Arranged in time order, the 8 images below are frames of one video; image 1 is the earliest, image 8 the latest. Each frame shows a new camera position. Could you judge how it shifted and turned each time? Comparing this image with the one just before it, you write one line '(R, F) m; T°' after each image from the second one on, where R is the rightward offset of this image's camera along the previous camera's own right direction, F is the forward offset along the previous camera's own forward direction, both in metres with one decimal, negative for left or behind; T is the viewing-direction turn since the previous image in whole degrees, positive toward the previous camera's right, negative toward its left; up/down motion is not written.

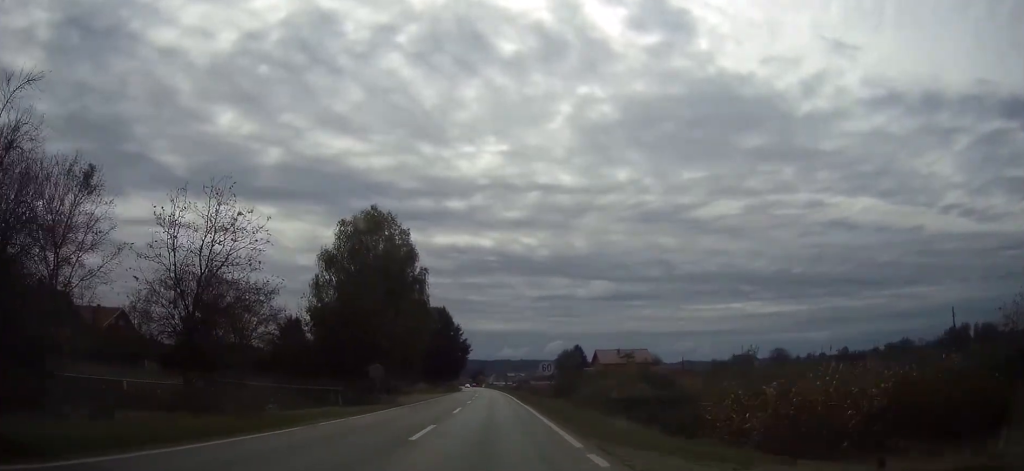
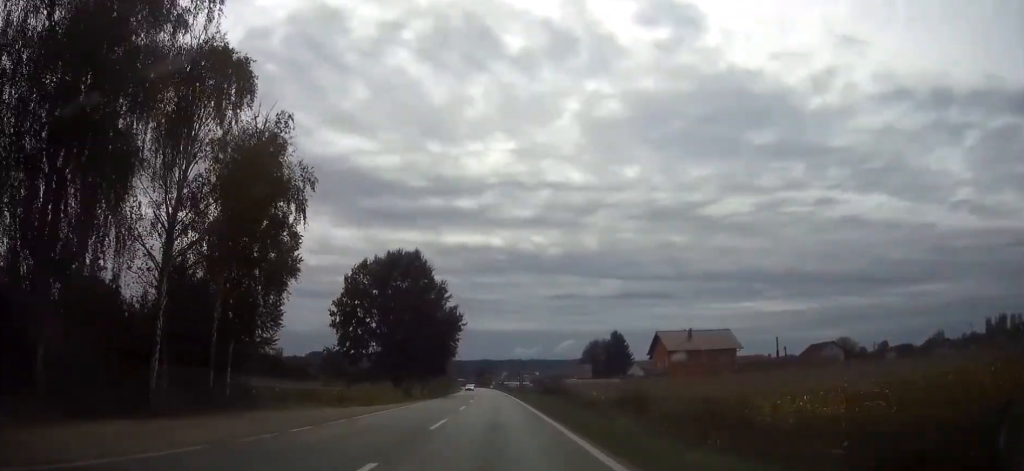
(-0.1, +49.7) m; 0°
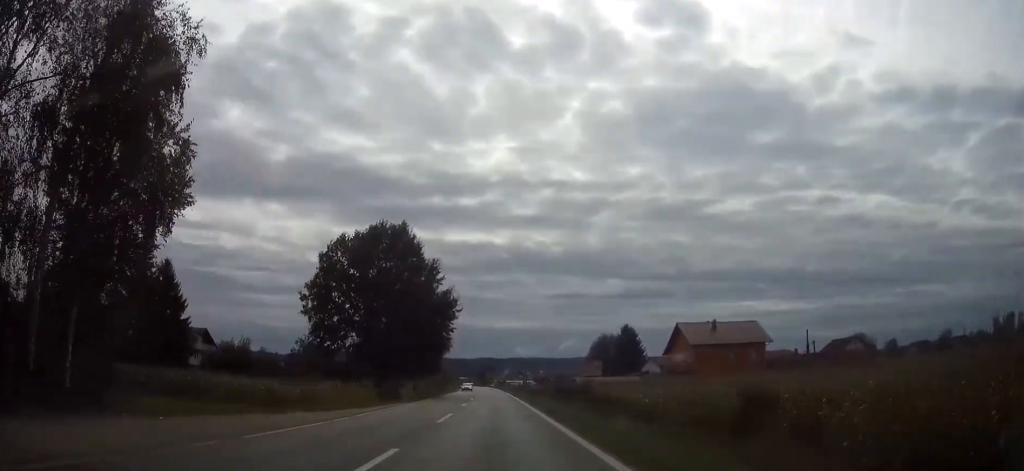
(0.0, +11.5) m; 0°
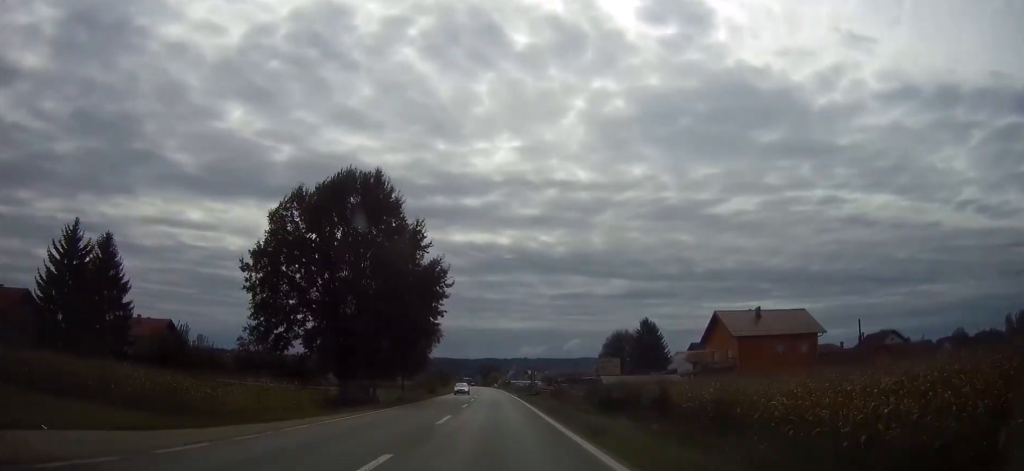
(-0.1, +16.4) m; 0°
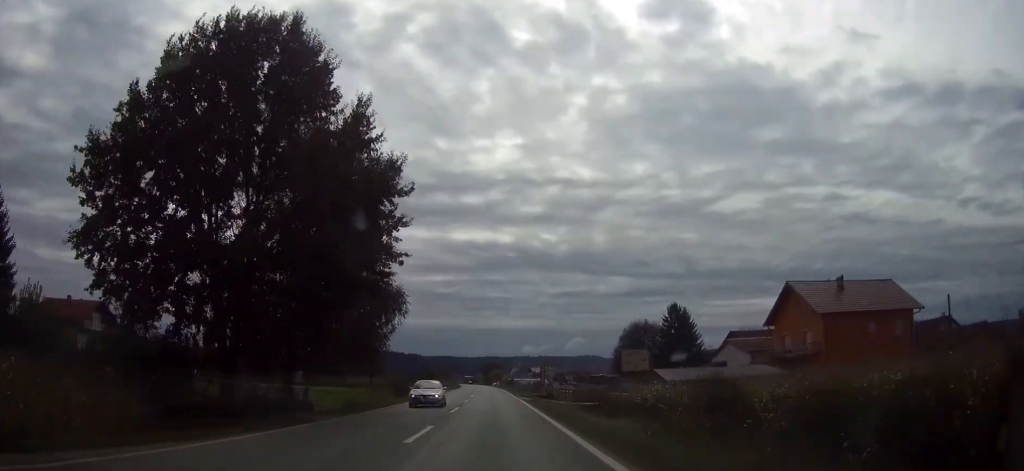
(0.0, +20.8) m; 0°
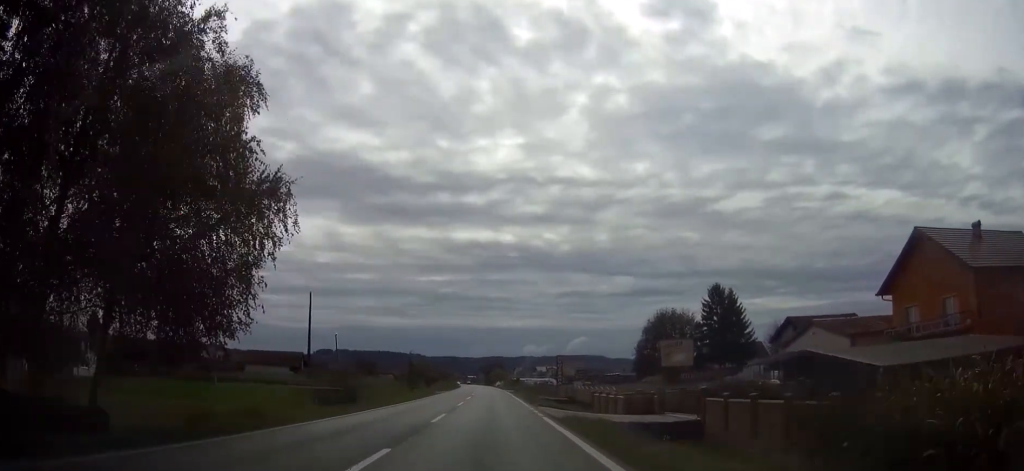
(-0.1, +21.6) m; 0°
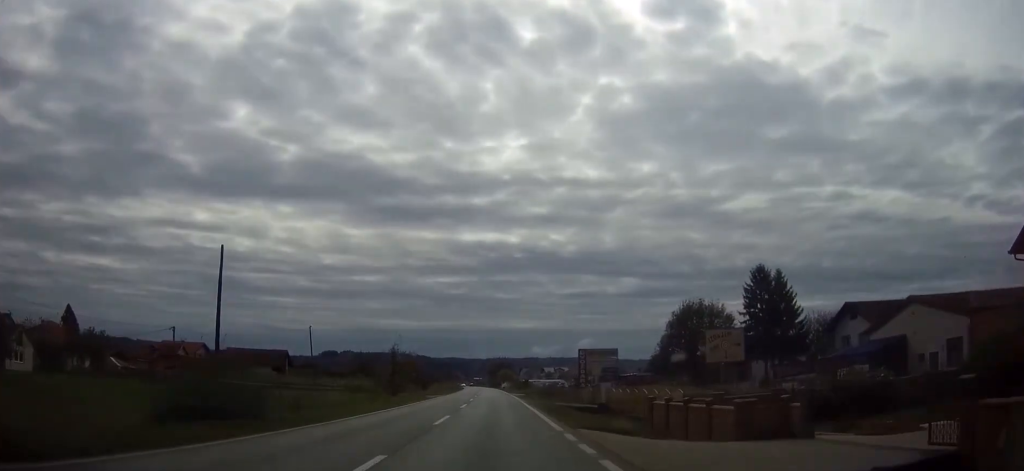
(0.0, +15.6) m; 0°
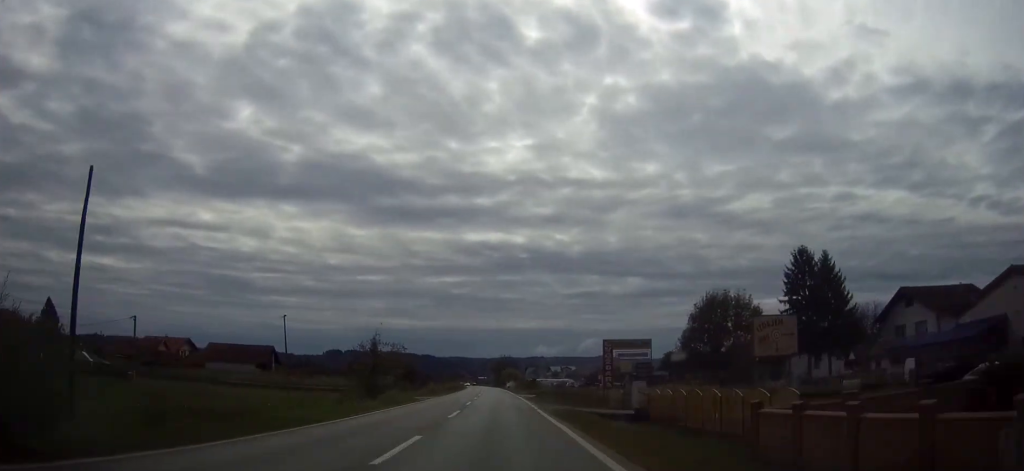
(0.0, +10.8) m; 0°
